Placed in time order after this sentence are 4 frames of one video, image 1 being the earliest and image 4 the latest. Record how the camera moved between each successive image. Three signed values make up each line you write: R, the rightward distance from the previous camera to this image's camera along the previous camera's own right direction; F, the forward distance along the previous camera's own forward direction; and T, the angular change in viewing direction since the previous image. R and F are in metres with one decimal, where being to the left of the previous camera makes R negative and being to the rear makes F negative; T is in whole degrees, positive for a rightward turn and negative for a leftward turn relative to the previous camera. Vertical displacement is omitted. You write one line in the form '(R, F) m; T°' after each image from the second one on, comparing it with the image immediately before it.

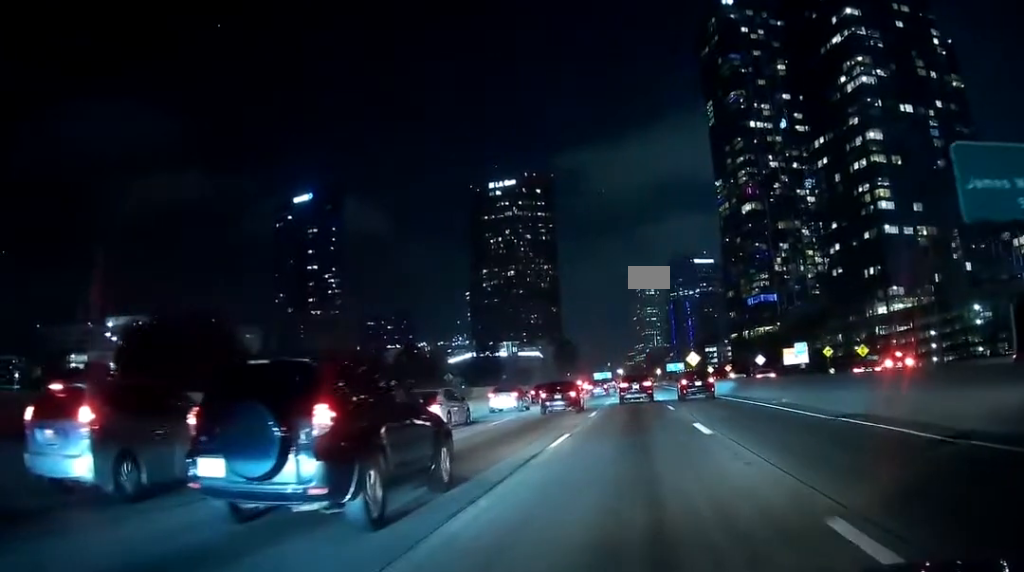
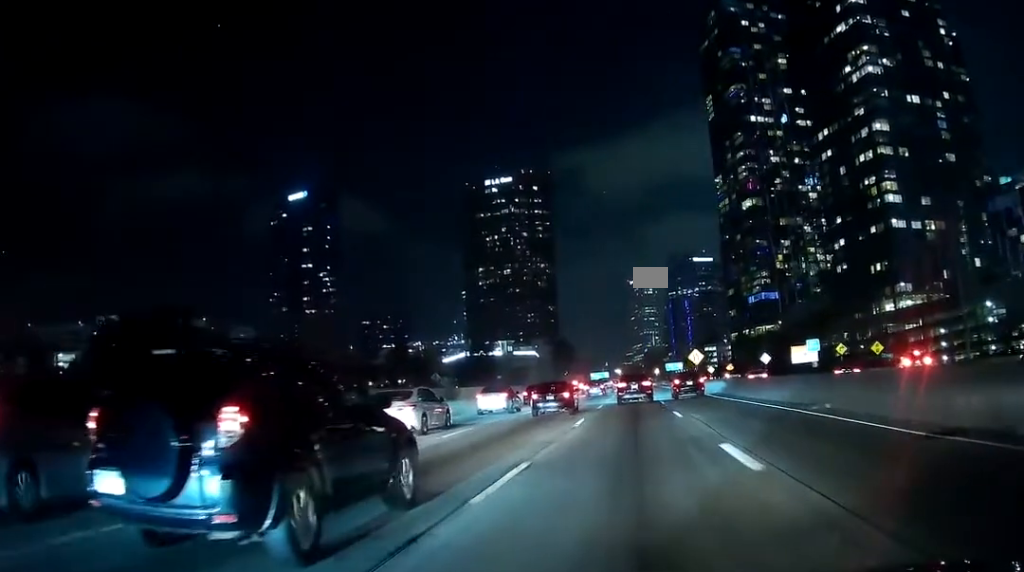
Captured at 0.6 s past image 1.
(+0.1, +7.2) m; 0°
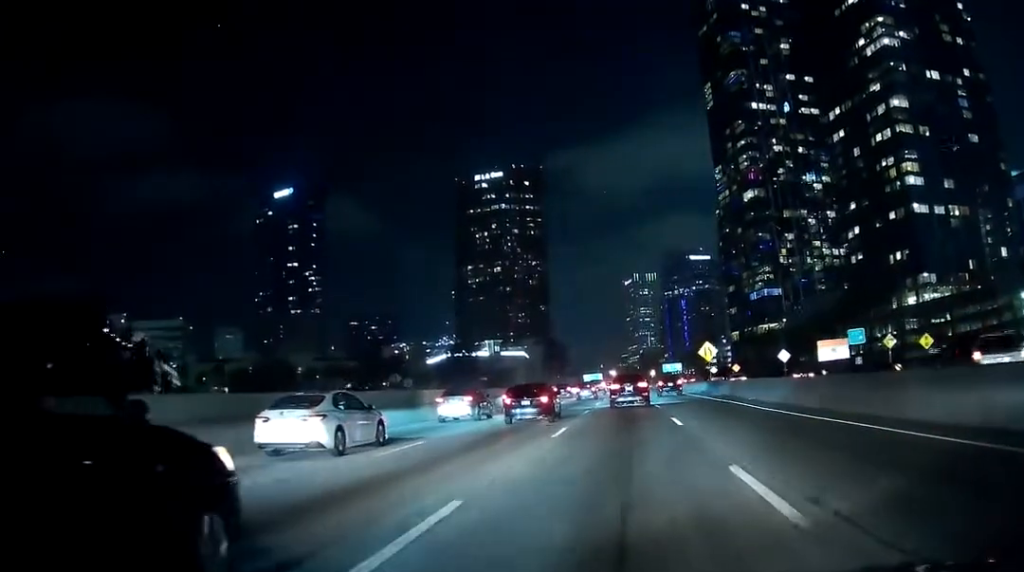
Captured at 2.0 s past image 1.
(0.0, +17.8) m; -1°
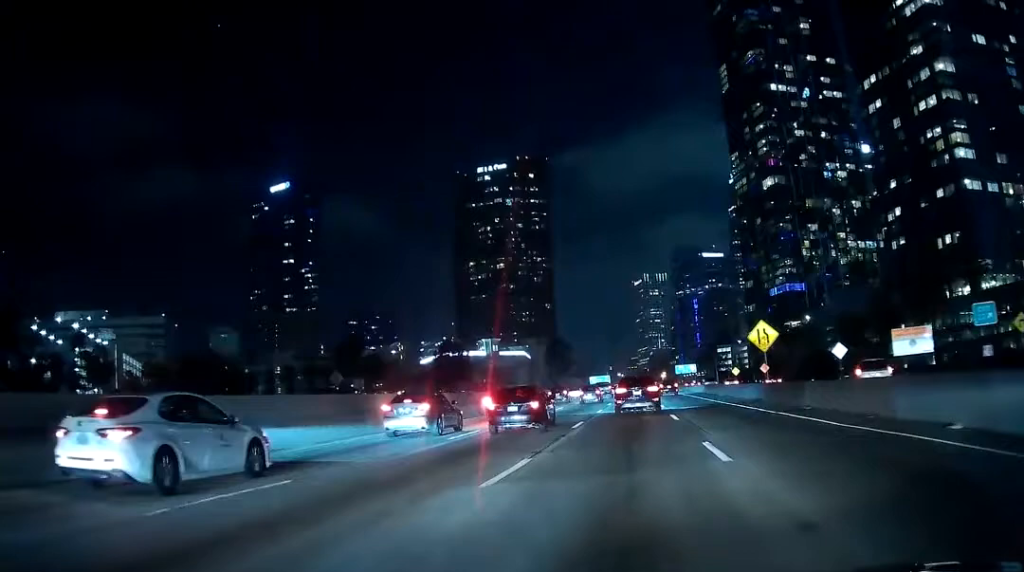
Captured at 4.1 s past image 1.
(-0.9, +22.7) m; -1°
